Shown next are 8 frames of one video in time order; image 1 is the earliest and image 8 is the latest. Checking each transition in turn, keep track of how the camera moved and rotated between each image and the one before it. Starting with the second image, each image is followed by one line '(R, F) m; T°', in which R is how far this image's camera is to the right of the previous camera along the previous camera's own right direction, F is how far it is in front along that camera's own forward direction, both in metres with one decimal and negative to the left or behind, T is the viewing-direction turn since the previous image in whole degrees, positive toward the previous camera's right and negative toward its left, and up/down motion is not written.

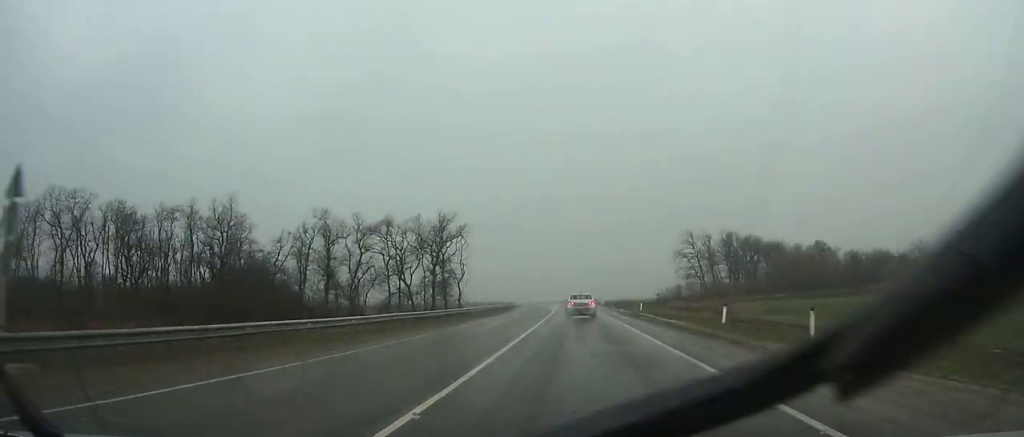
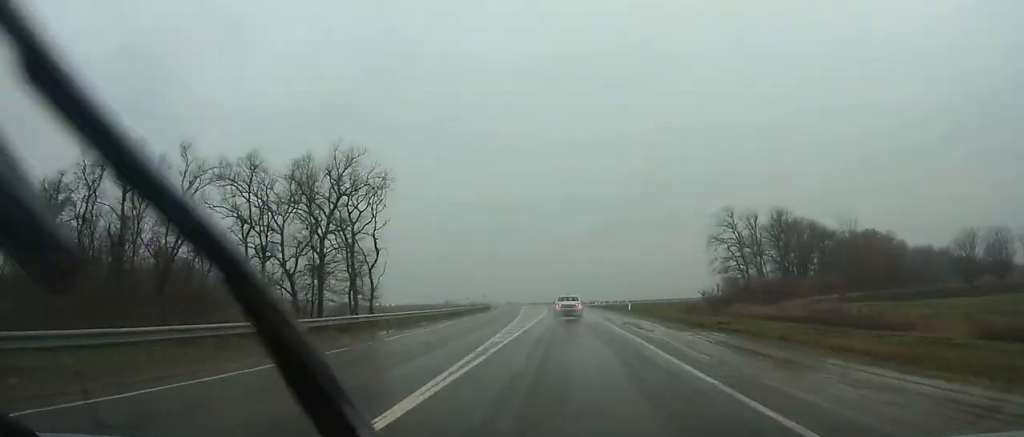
(-0.2, +48.6) m; -1°
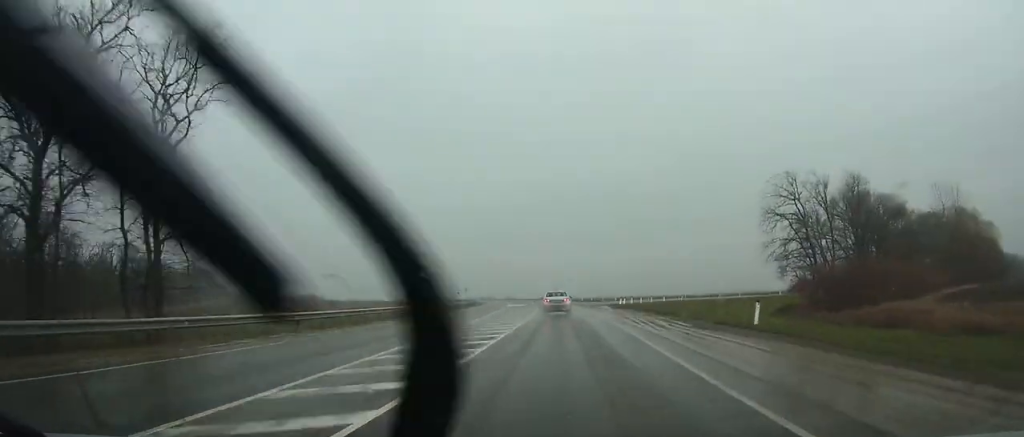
(+0.2, +36.0) m; -1°
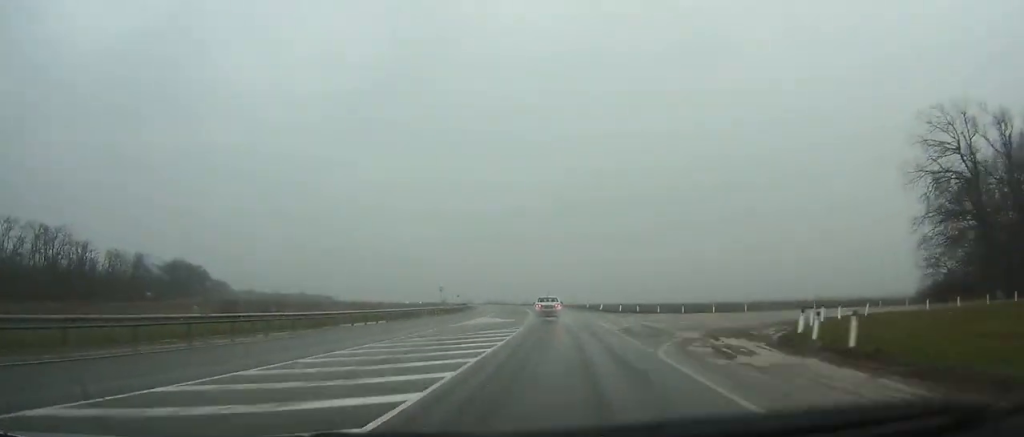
(-0.9, +42.5) m; -3°
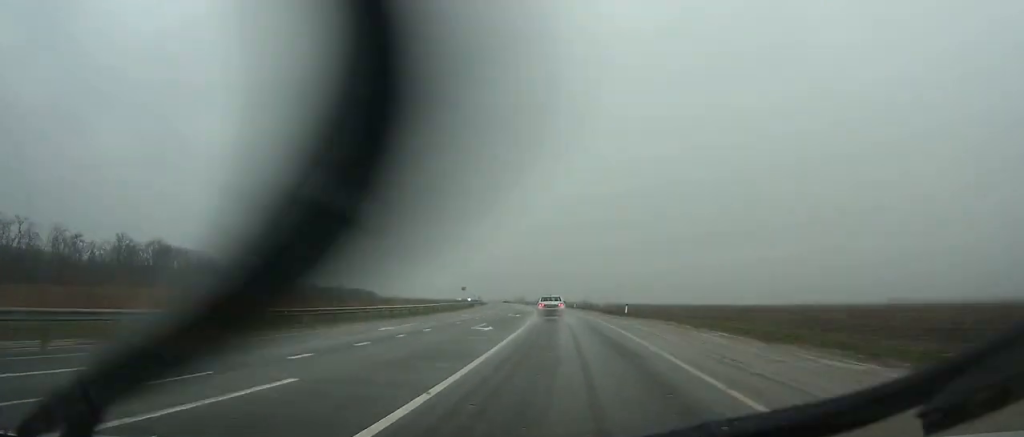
(-3.6, +77.3) m; -6°
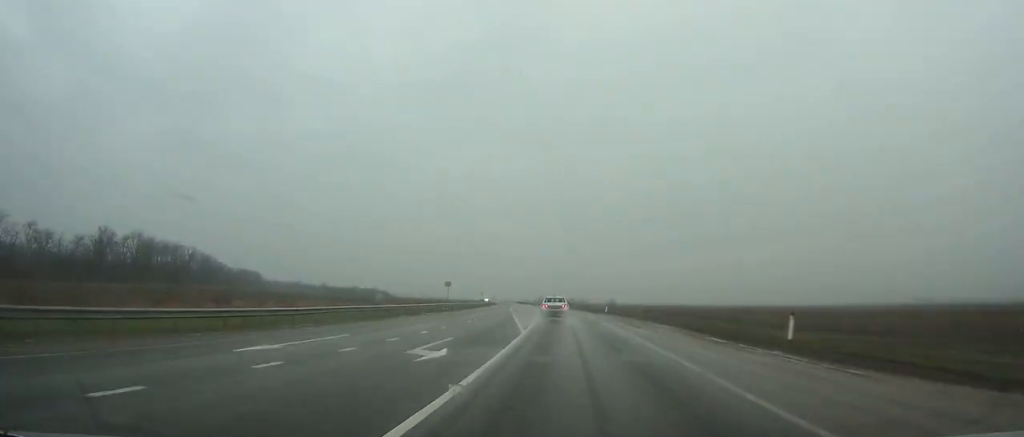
(-0.8, +34.7) m; -2°
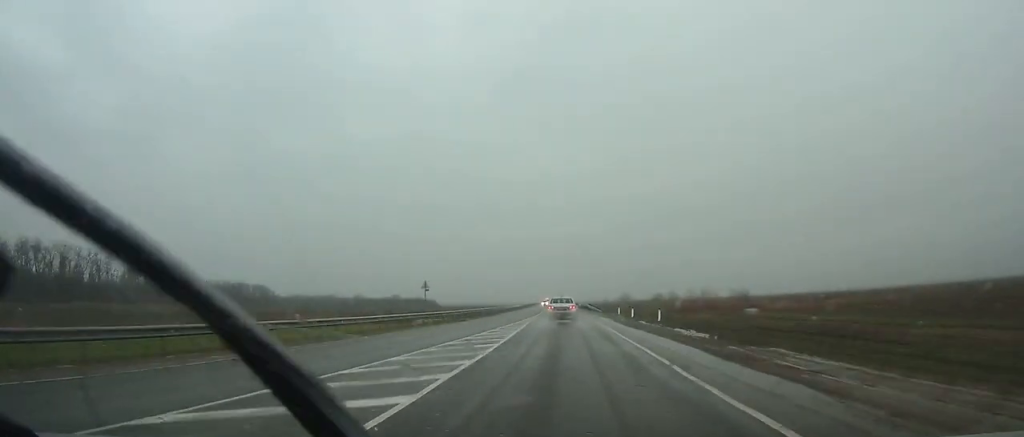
(-8.9, +138.3) m; -7°
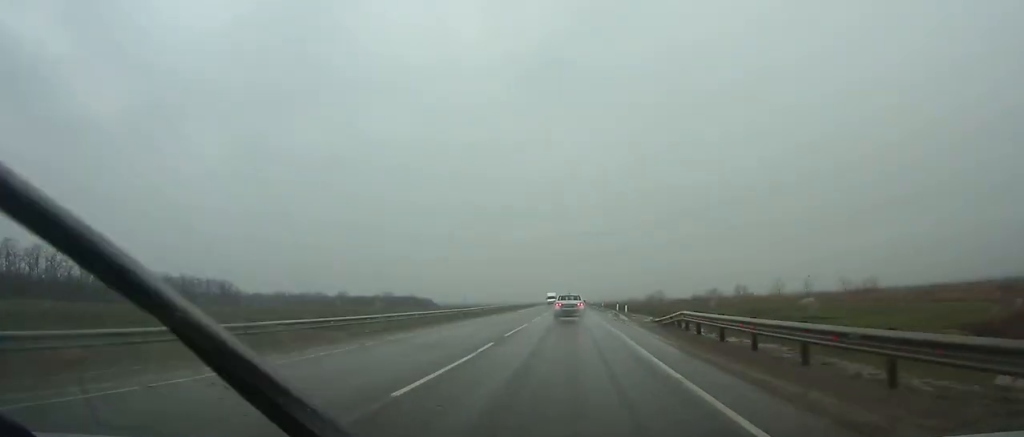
(-1.8, +85.6) m; -1°
